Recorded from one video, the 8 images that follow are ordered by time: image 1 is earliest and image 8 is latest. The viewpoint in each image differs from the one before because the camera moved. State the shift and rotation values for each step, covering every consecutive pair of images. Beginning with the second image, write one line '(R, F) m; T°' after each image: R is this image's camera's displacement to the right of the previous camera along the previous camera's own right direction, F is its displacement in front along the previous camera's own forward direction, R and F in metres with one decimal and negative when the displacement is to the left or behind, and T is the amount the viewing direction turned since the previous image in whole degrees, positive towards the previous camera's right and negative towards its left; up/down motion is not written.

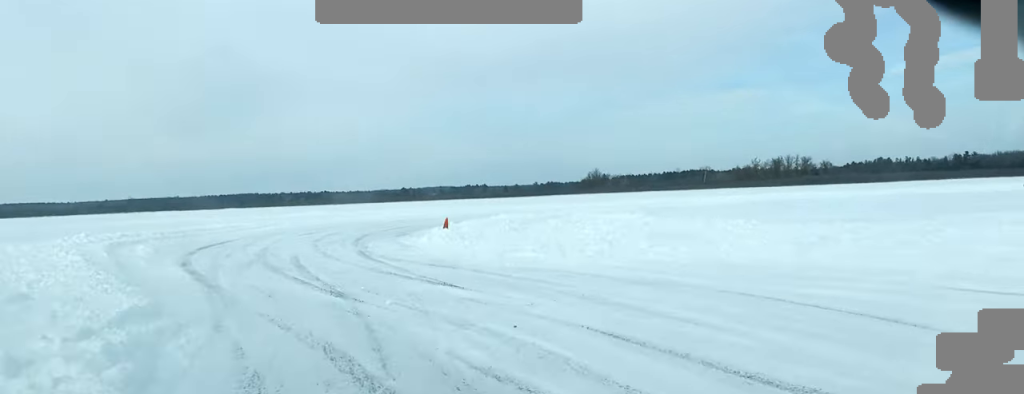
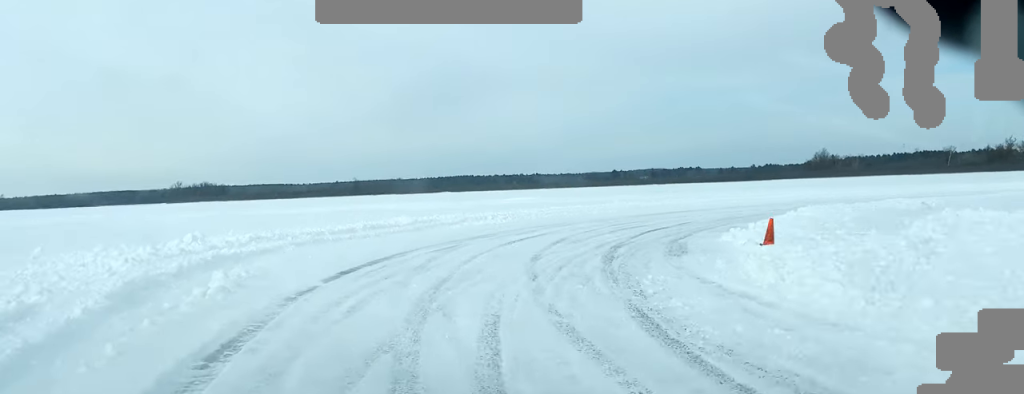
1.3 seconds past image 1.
(-1.0, +14.0) m; -6°
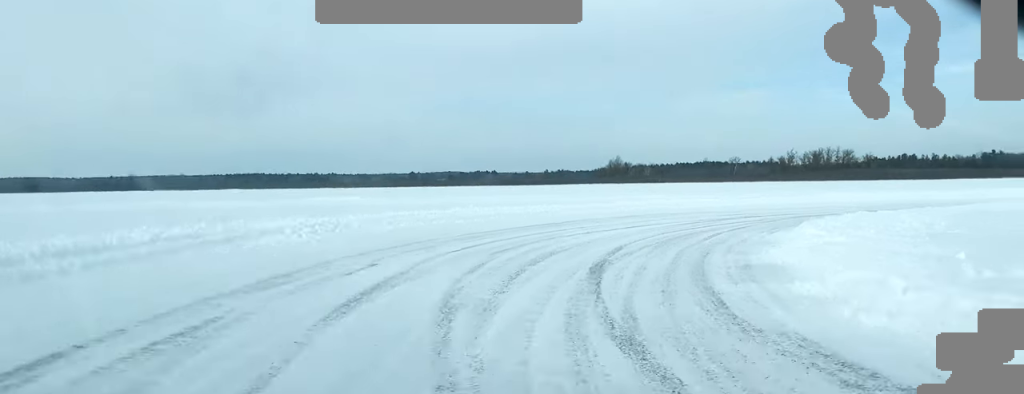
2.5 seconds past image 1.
(+0.2, +13.8) m; +9°
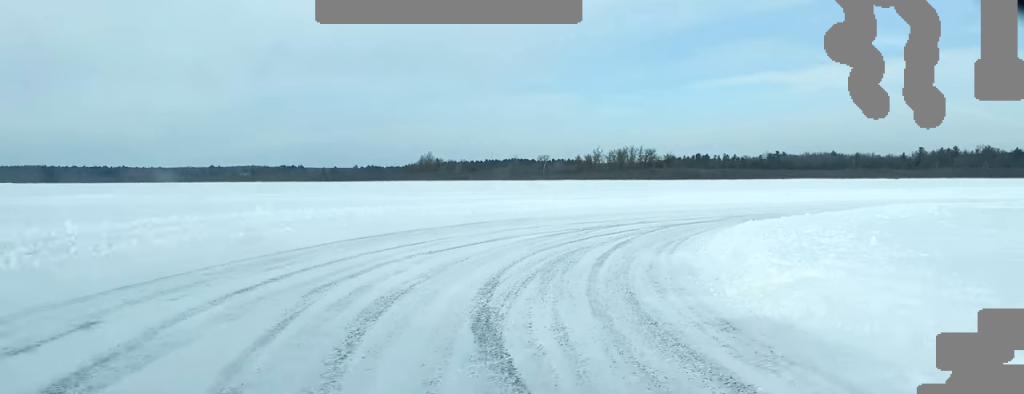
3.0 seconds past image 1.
(+0.1, +6.1) m; +8°
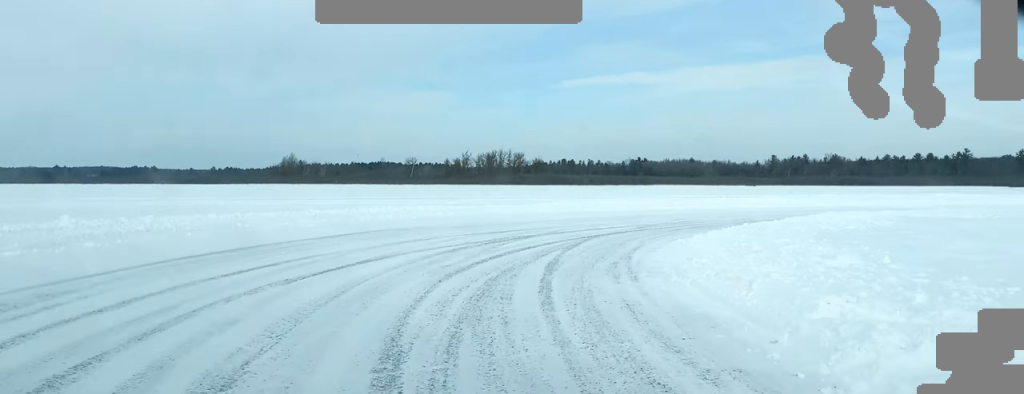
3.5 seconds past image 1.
(+0.6, +5.7) m; +8°
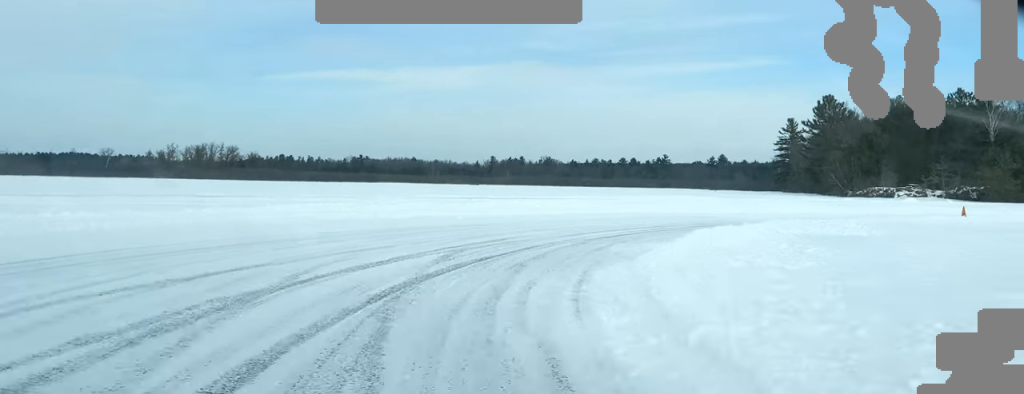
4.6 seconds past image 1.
(+2.1, +12.5) m; +18°
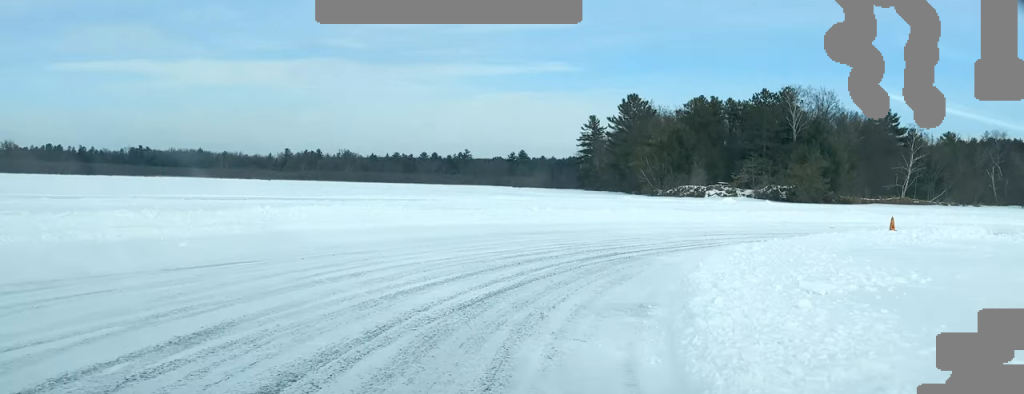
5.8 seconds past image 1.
(+2.2, +13.6) m; +17°
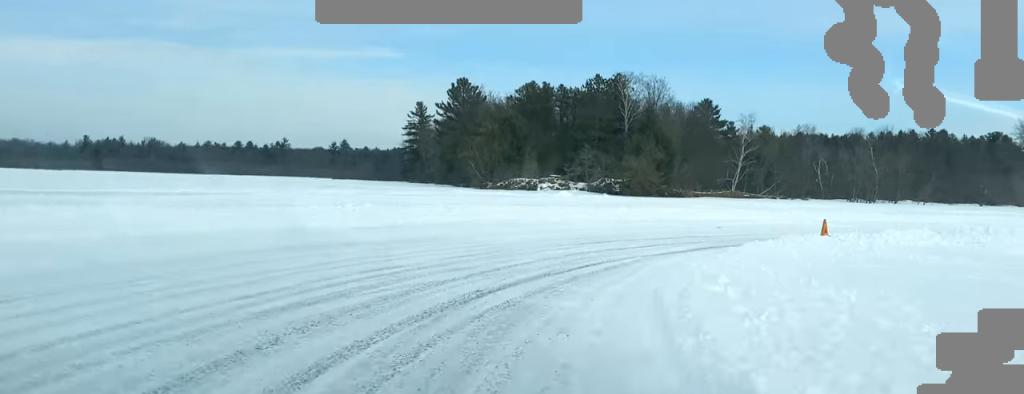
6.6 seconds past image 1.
(+0.9, +9.6) m; +10°
